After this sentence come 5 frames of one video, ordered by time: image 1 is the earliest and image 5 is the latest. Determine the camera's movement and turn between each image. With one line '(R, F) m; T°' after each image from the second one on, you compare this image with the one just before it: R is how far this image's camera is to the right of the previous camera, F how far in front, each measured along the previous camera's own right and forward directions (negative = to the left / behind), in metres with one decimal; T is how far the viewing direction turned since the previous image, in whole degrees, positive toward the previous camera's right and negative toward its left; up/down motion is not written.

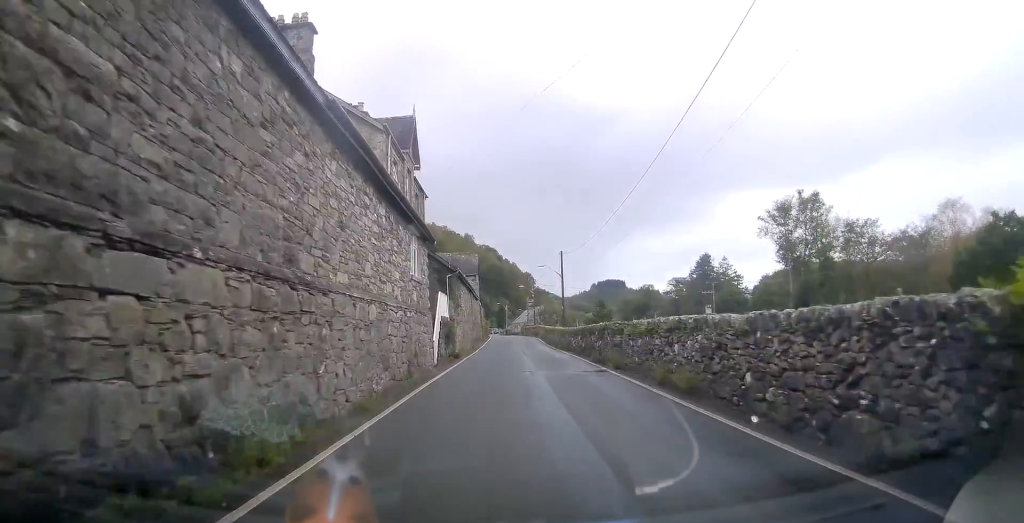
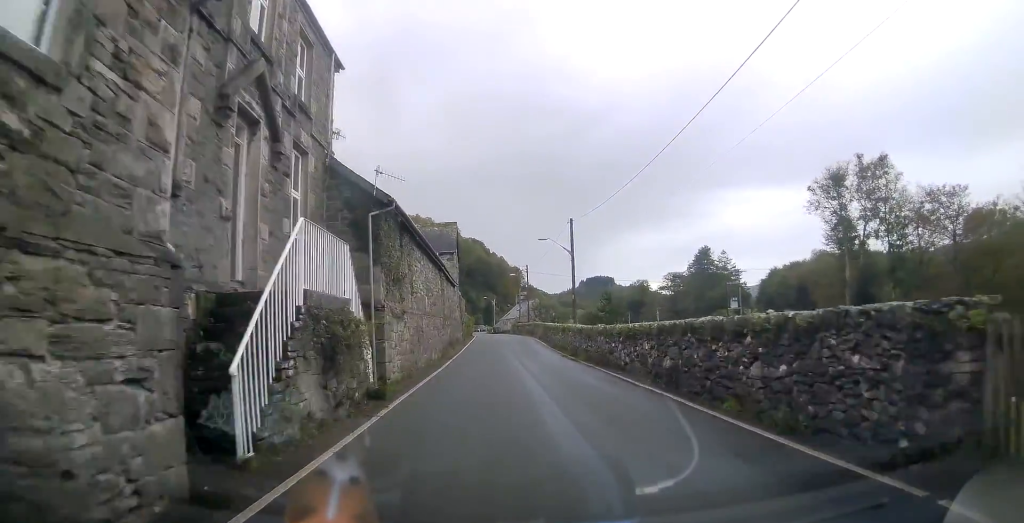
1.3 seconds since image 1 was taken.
(+0.4, +15.5) m; +1°
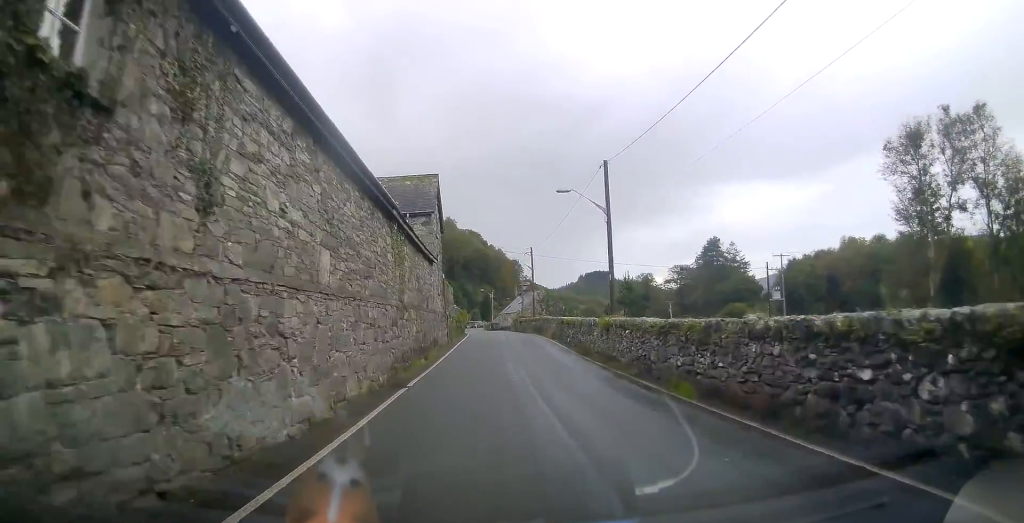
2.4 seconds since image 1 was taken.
(0.0, +13.2) m; +1°
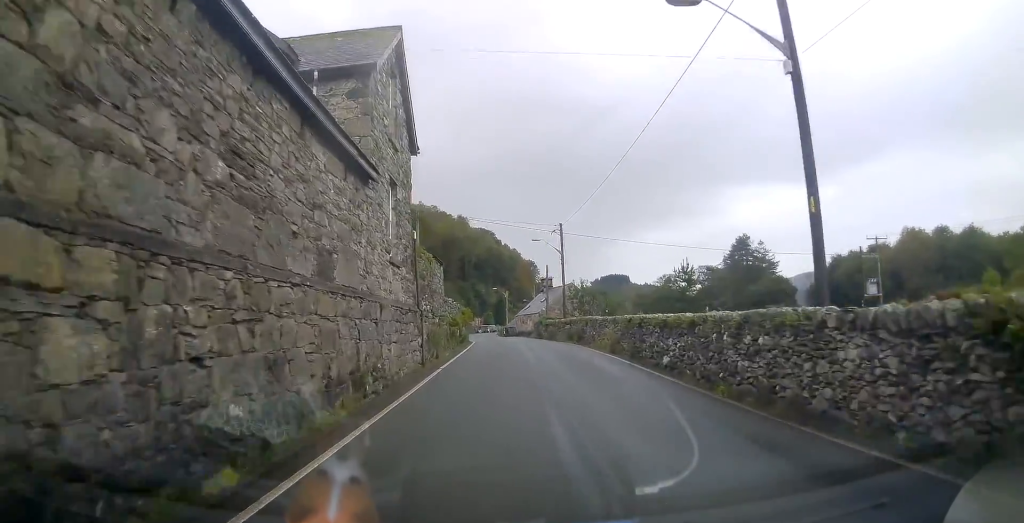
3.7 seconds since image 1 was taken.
(+0.3, +16.2) m; 0°
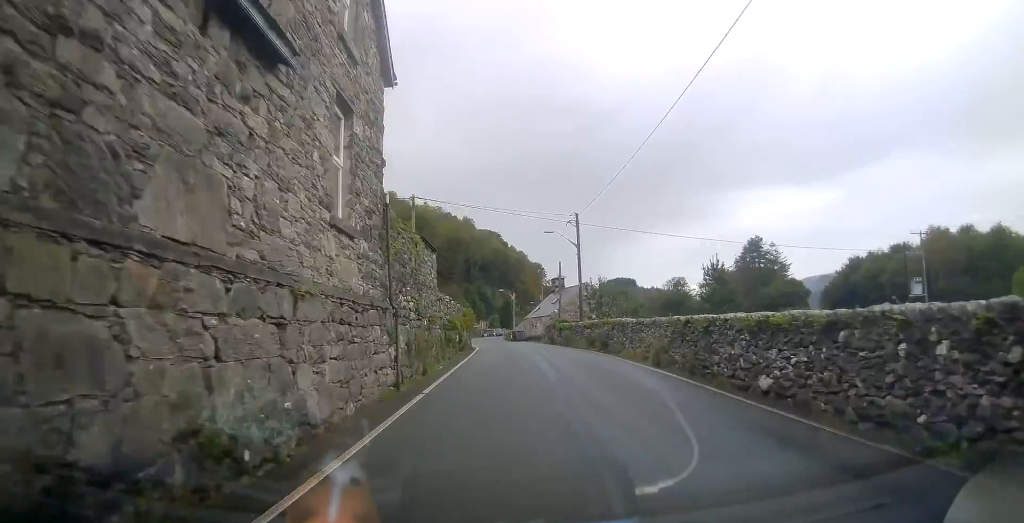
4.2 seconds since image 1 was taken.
(-0.2, +5.5) m; -1°
